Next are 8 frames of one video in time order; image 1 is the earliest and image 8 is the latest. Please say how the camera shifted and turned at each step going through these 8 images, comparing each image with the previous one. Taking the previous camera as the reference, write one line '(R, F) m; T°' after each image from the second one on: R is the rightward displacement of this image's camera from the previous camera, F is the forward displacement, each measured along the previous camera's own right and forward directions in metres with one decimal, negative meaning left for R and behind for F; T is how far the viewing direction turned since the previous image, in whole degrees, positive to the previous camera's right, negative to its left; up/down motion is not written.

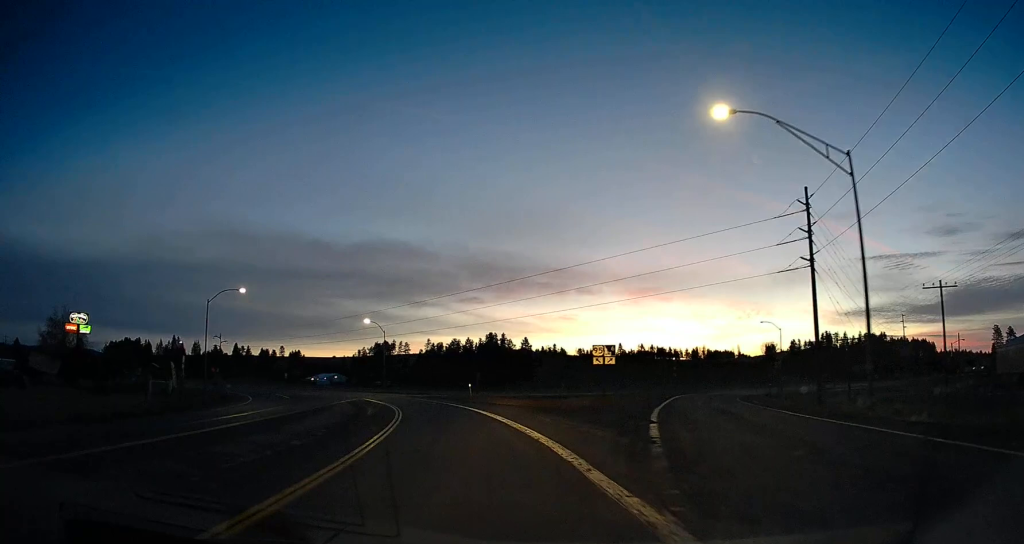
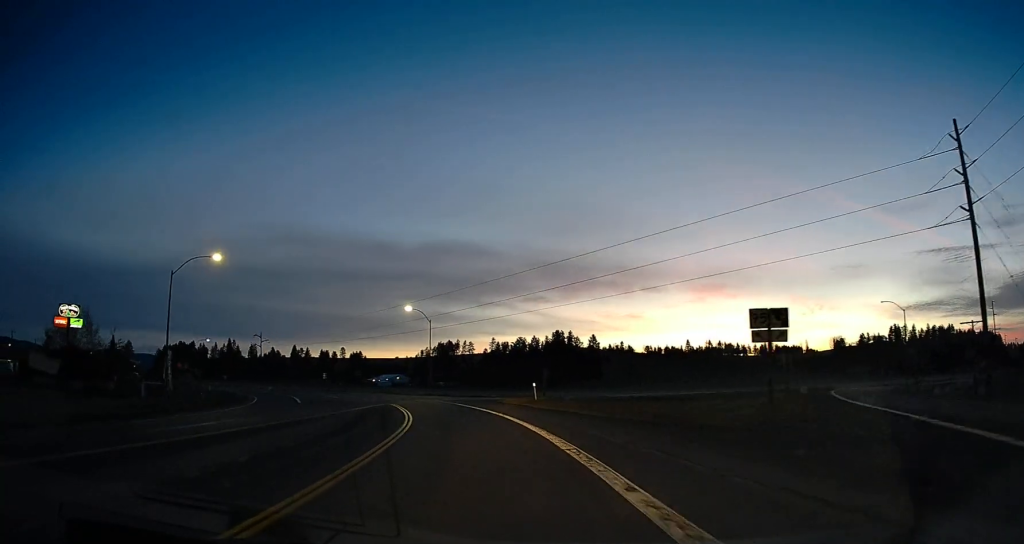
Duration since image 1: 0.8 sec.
(-0.6, +14.7) m; -6°
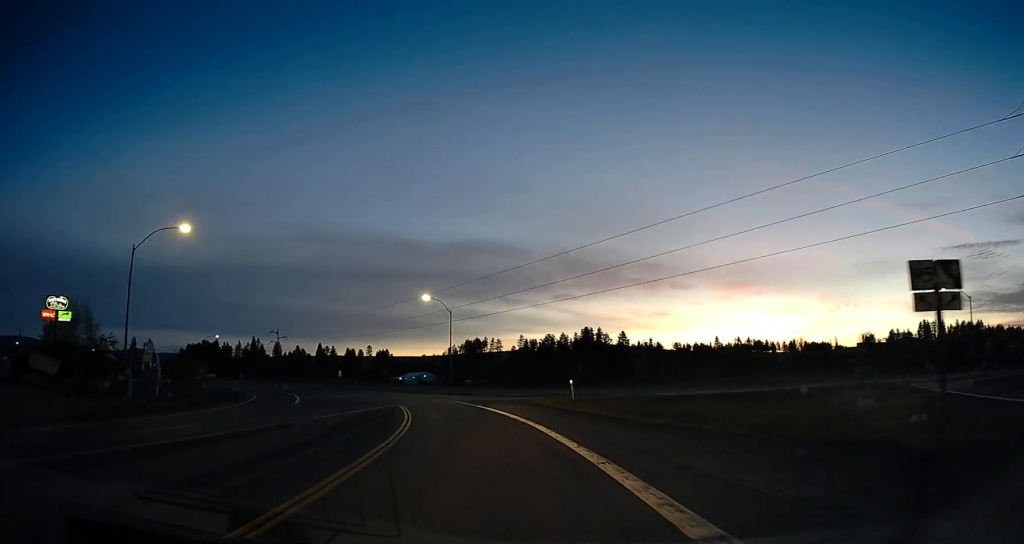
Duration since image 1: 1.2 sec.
(-0.4, +7.0) m; -4°
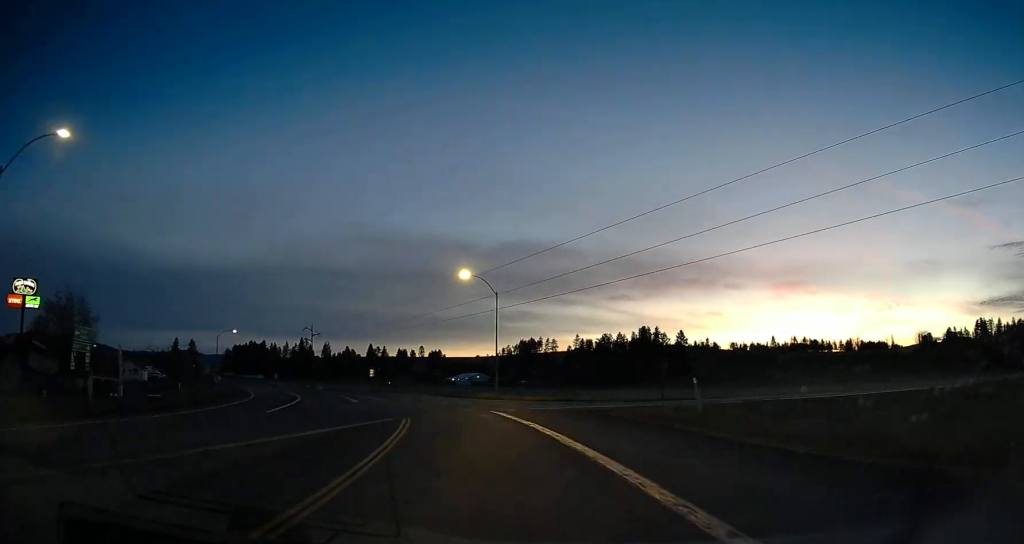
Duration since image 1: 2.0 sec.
(-0.7, +13.5) m; -6°
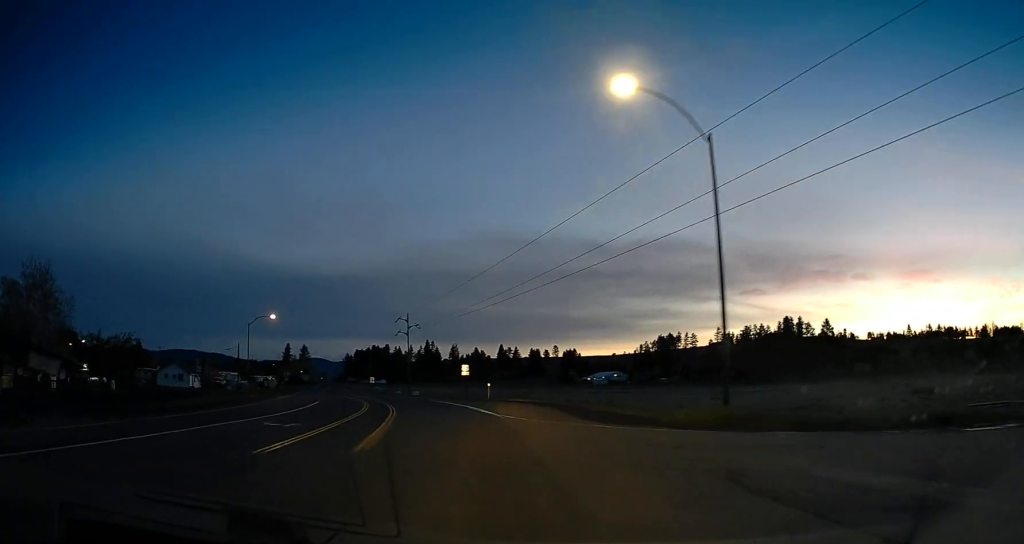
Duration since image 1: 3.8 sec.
(-2.0, +31.7) m; -11°
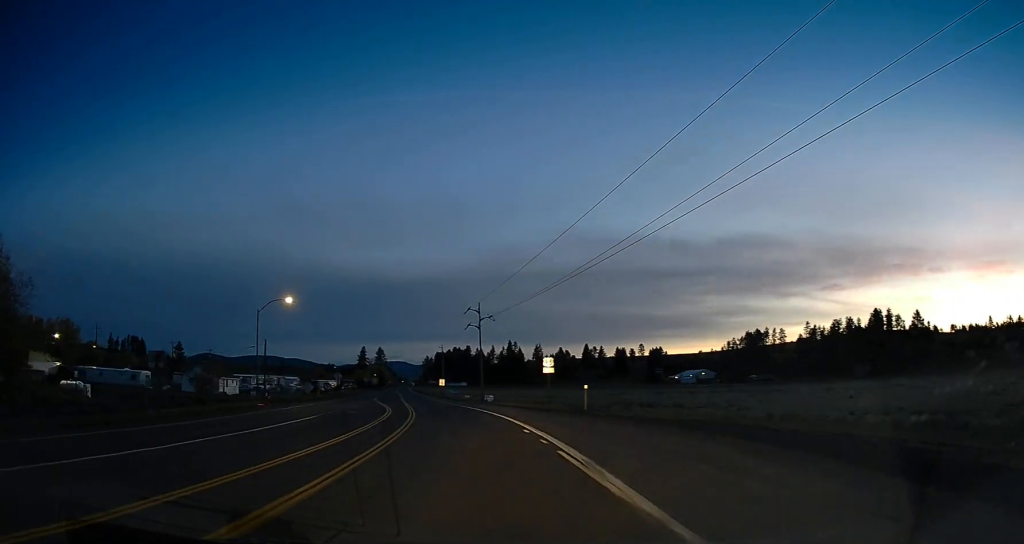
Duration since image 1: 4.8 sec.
(-2.3, +18.6) m; -8°
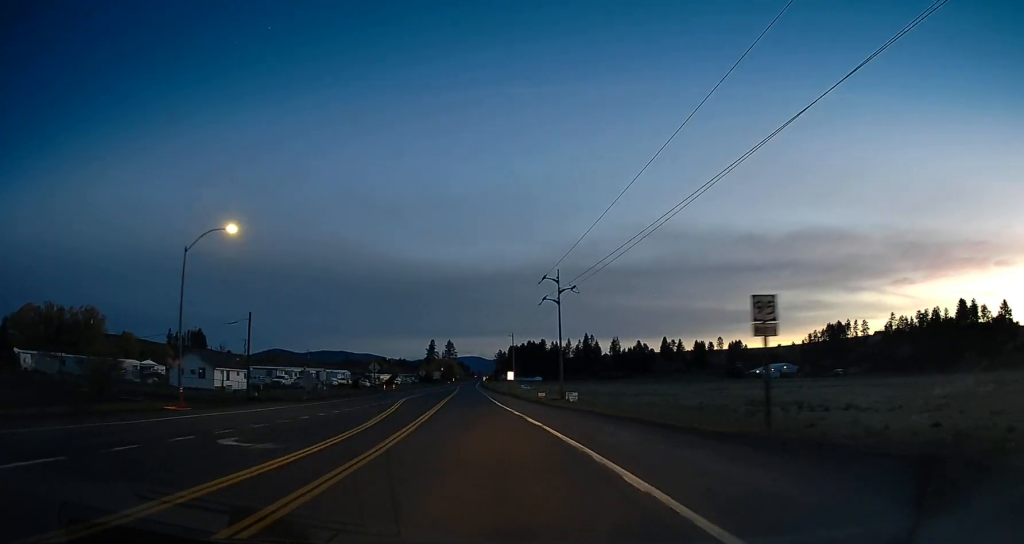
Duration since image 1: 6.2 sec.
(-1.5, +24.7) m; -8°
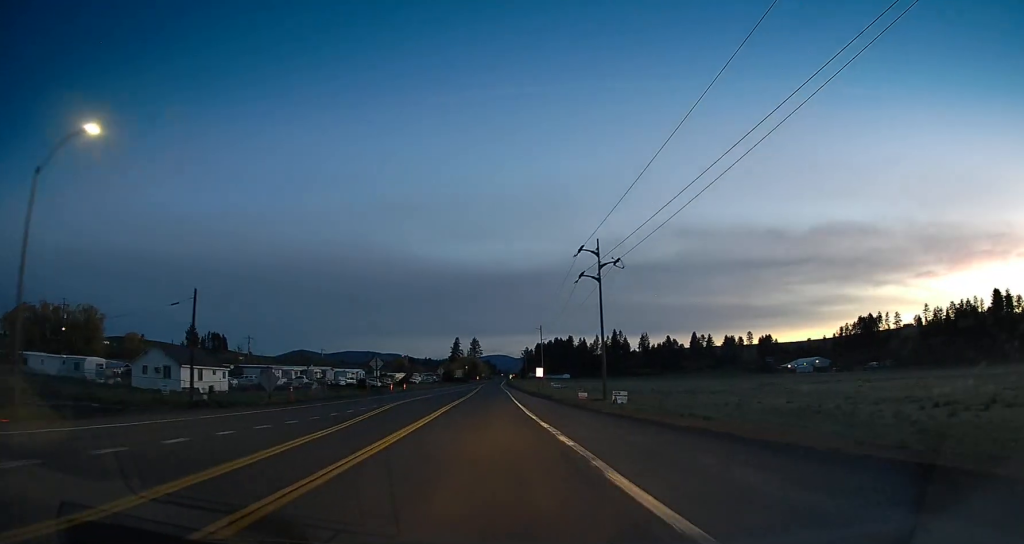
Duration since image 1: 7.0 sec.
(-0.8, +14.6) m; -5°
